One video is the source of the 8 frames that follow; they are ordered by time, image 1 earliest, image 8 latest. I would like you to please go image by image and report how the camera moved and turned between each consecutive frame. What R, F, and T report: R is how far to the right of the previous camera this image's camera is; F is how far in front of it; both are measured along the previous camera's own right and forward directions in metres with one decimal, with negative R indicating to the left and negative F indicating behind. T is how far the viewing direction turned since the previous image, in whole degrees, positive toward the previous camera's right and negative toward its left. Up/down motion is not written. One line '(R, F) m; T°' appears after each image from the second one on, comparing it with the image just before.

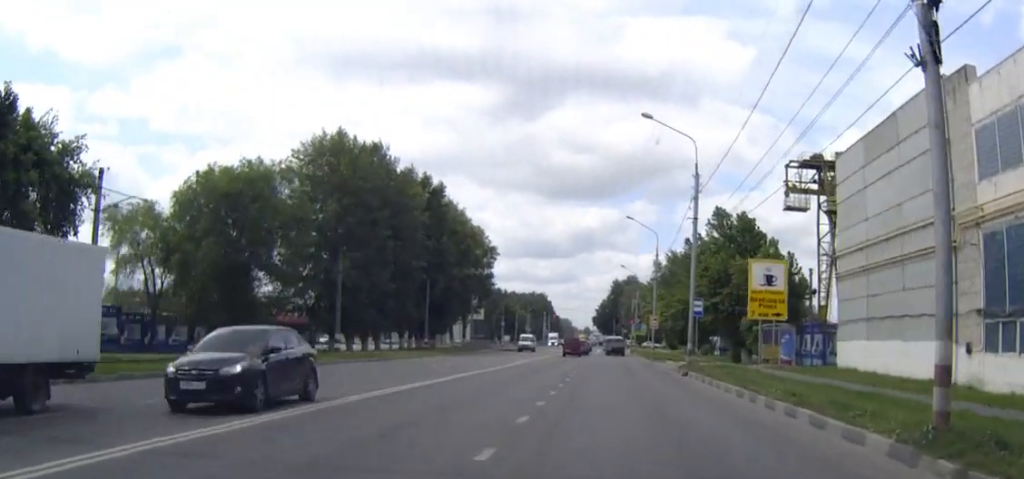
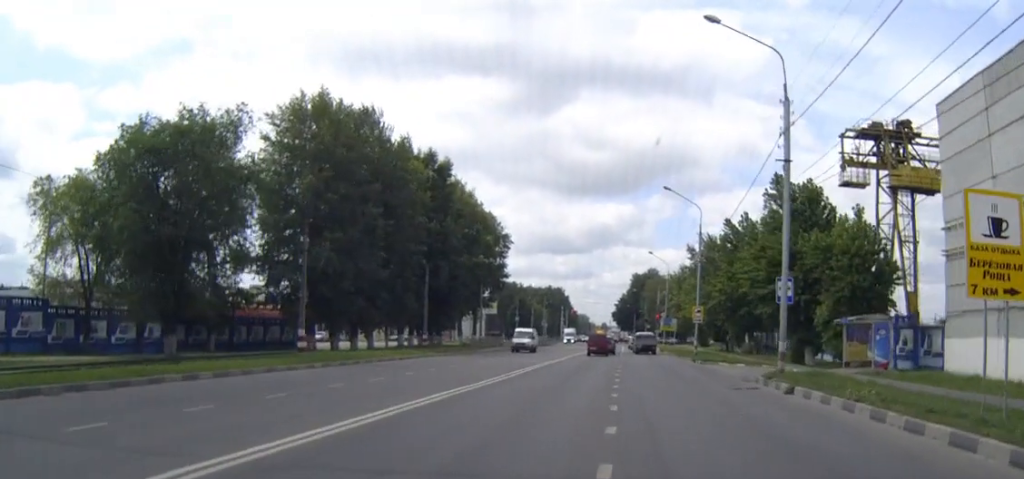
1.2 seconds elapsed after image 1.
(-0.3, +12.8) m; 0°
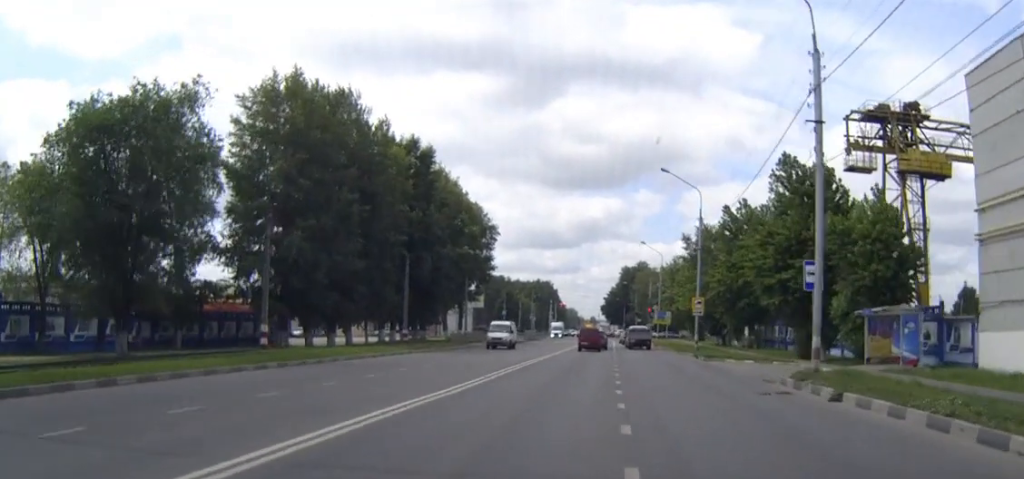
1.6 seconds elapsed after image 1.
(+0.1, +4.5) m; 0°
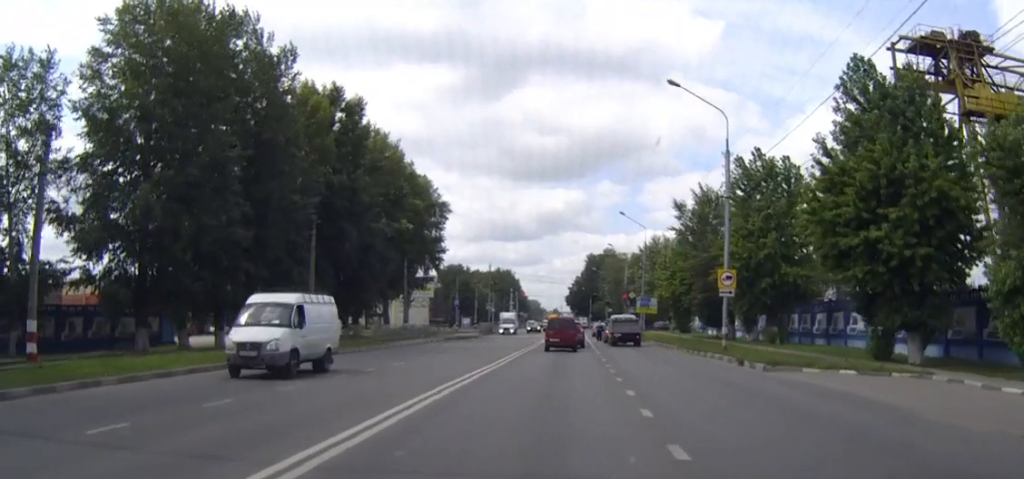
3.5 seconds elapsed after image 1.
(+0.2, +18.7) m; +1°
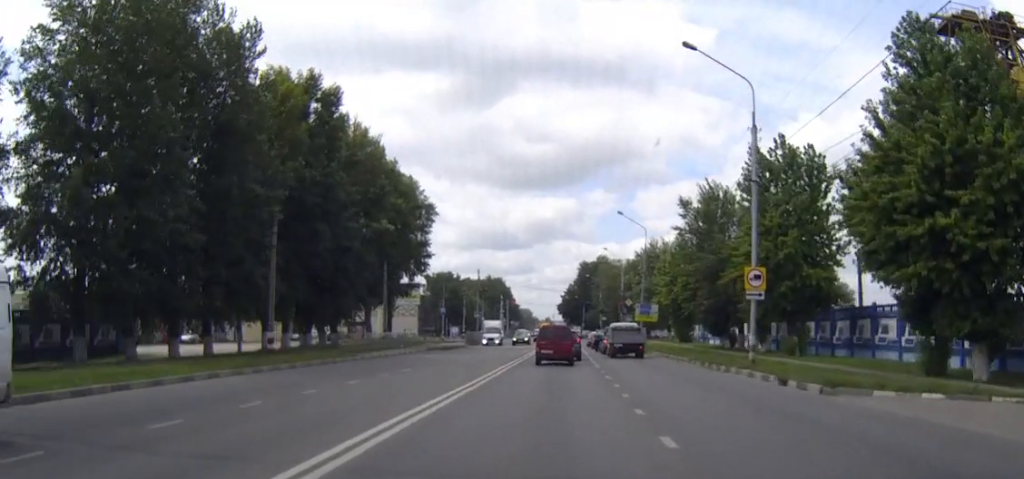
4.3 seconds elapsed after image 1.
(0.0, +6.7) m; +2°
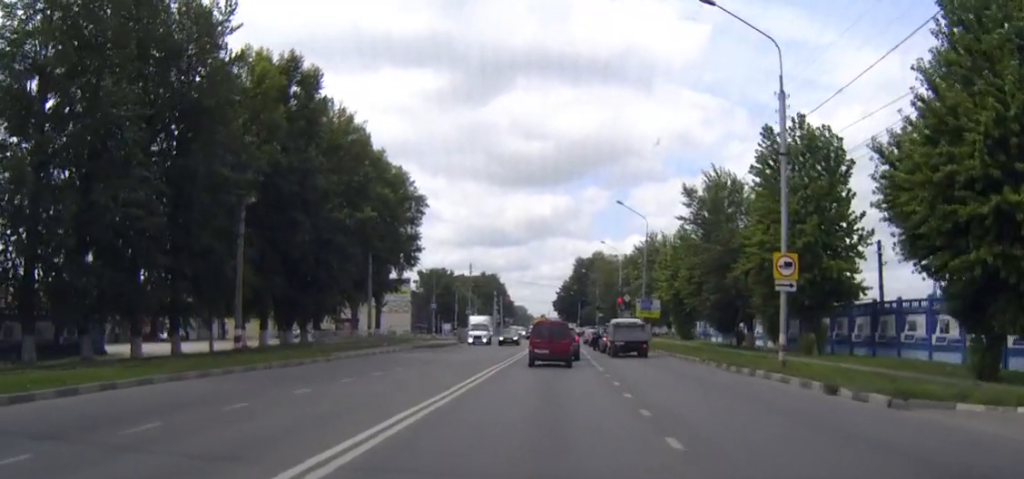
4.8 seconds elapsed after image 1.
(+0.1, +4.7) m; 0°
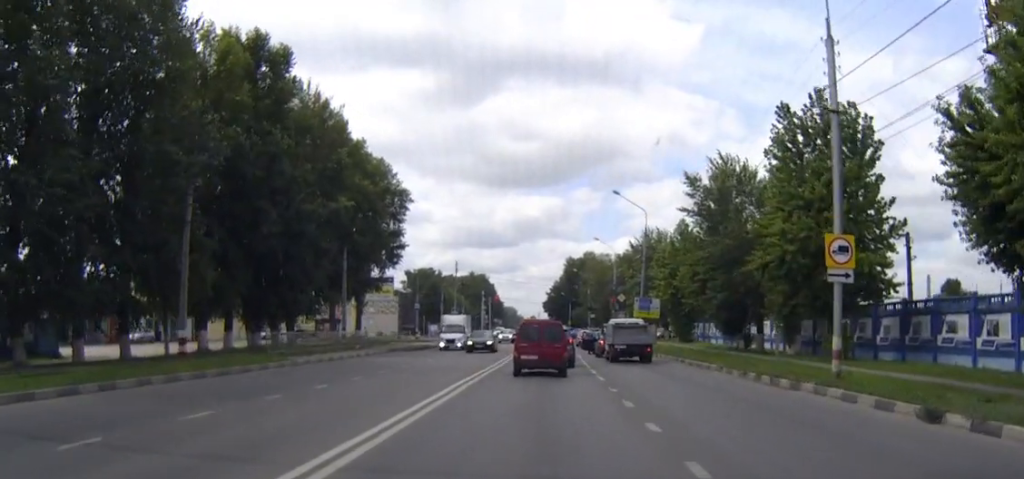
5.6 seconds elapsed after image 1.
(0.0, +6.1) m; -1°
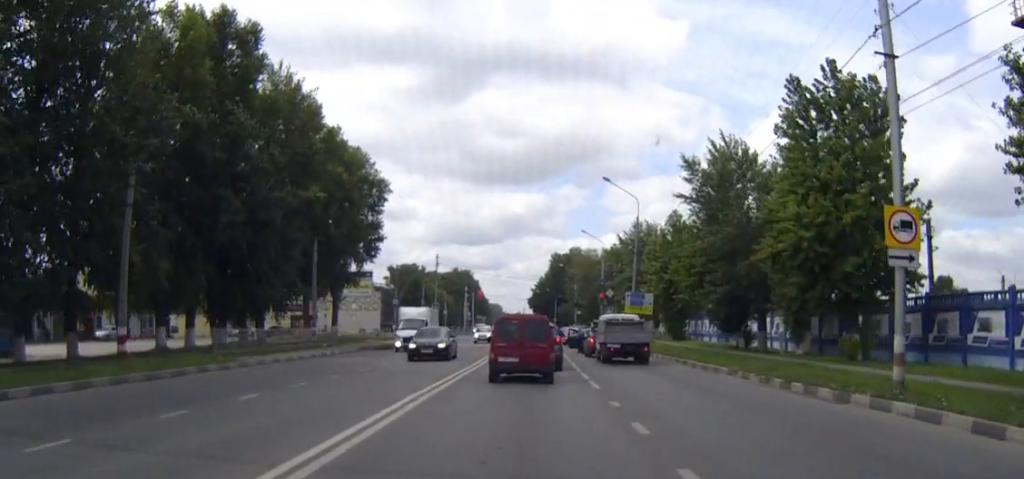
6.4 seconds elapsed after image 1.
(-0.1, +5.0) m; -1°
